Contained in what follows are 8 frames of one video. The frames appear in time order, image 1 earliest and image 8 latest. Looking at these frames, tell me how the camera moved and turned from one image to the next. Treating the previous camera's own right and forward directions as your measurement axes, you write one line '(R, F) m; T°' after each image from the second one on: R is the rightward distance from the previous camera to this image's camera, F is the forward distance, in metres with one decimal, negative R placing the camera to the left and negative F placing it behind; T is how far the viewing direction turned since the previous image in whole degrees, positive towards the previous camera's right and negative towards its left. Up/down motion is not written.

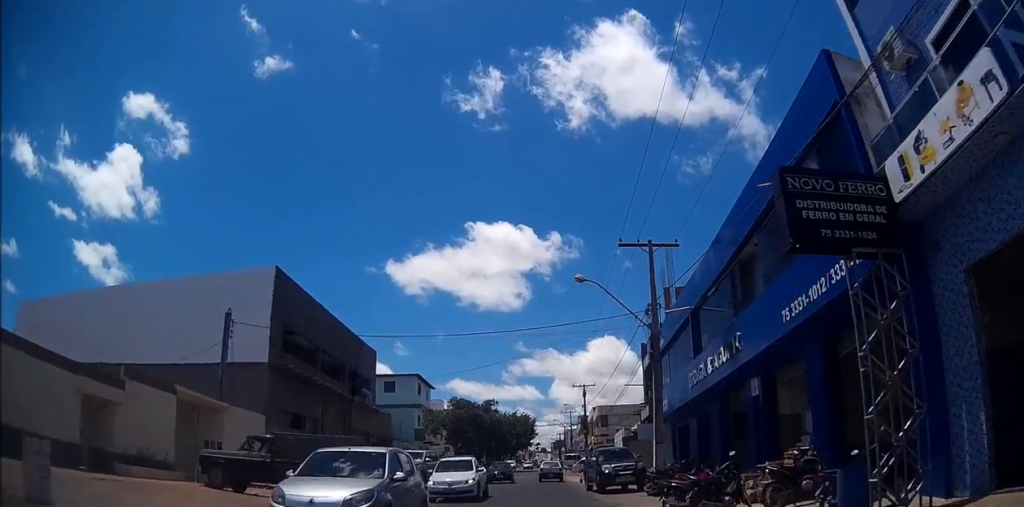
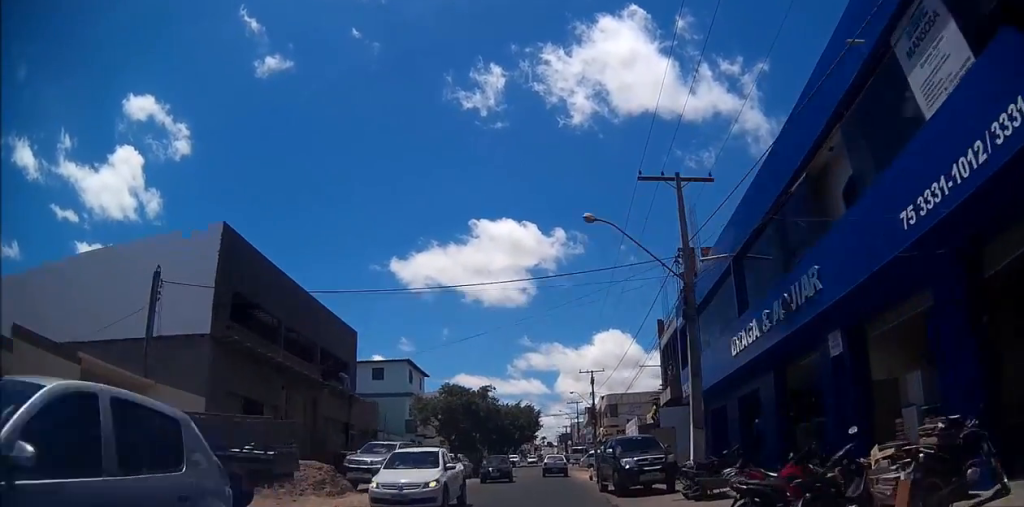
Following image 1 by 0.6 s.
(-0.1, +5.8) m; -1°
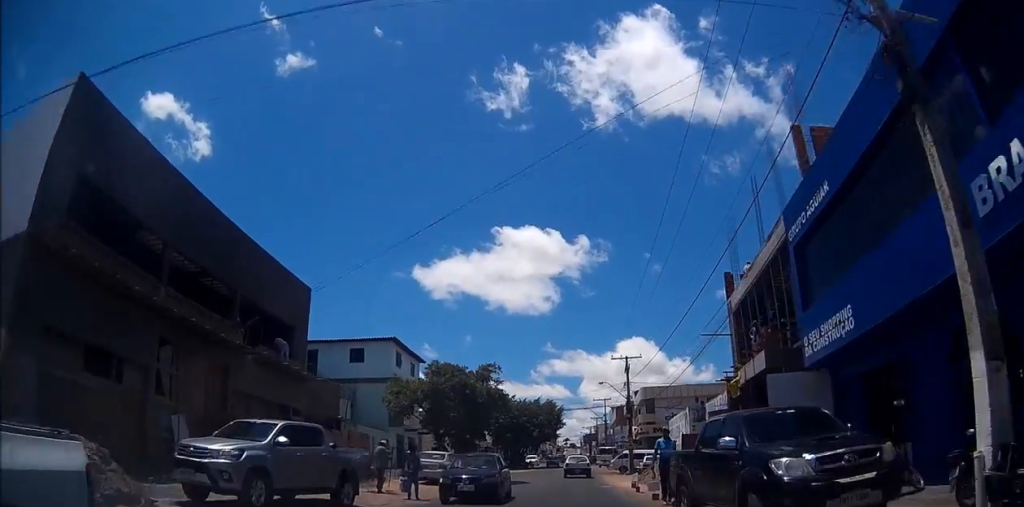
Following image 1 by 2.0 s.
(0.0, +12.0) m; 0°
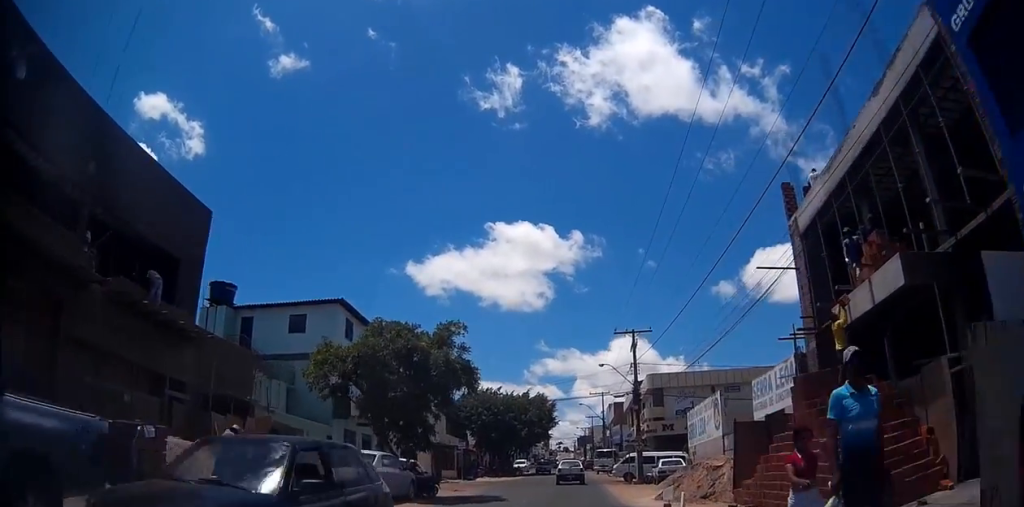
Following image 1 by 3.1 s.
(0.0, +9.3) m; -2°
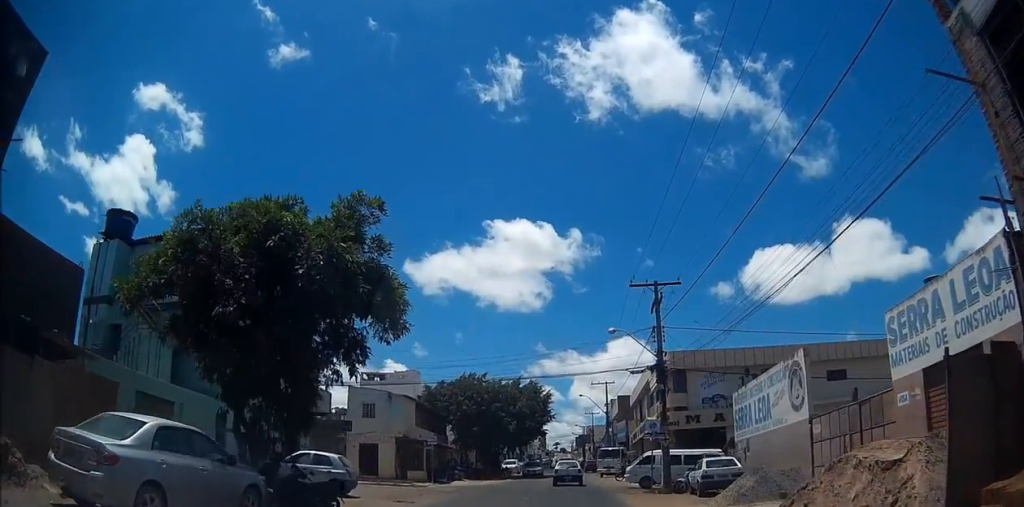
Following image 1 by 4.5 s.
(-0.4, +10.7) m; -1°
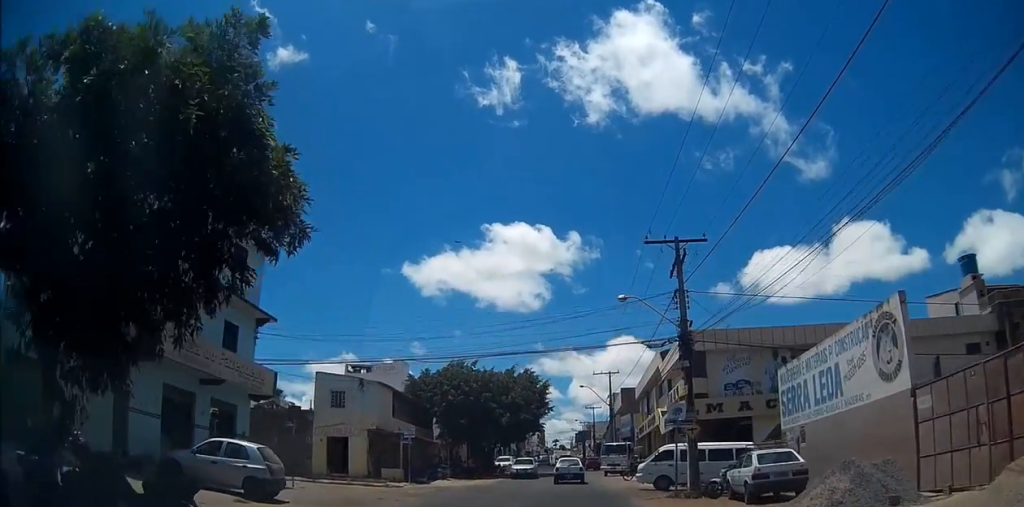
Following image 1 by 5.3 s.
(+0.2, +5.8) m; +2°
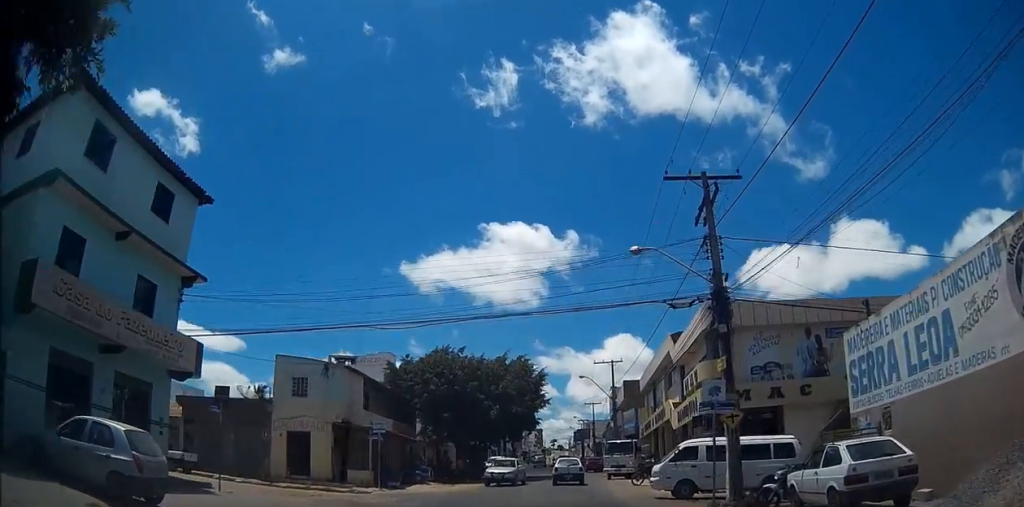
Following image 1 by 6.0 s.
(+0.1, +5.3) m; +1°
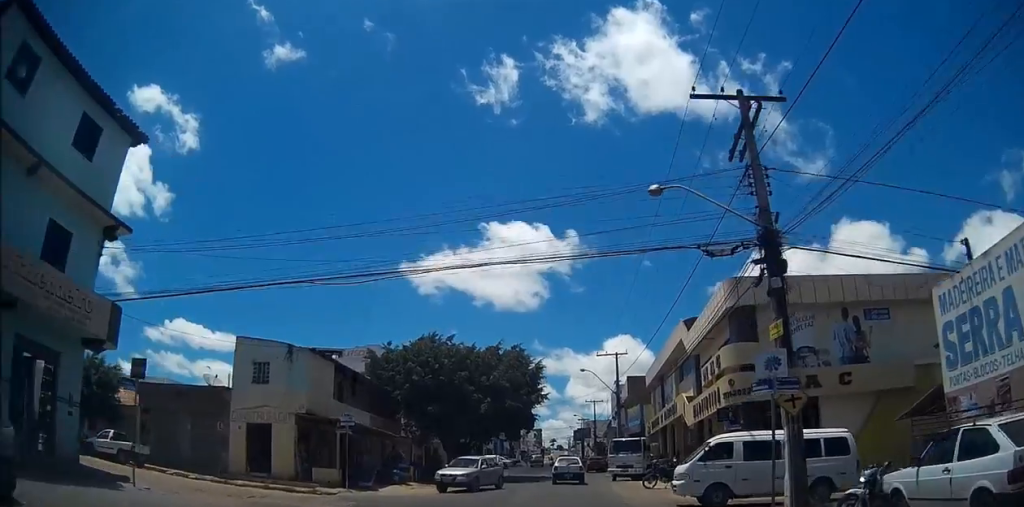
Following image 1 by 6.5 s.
(0.0, +4.3) m; 0°
